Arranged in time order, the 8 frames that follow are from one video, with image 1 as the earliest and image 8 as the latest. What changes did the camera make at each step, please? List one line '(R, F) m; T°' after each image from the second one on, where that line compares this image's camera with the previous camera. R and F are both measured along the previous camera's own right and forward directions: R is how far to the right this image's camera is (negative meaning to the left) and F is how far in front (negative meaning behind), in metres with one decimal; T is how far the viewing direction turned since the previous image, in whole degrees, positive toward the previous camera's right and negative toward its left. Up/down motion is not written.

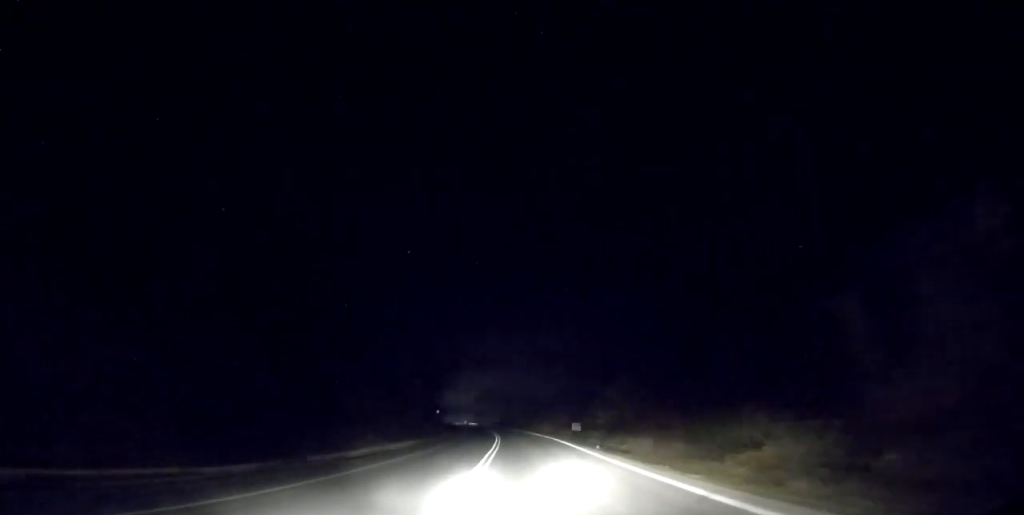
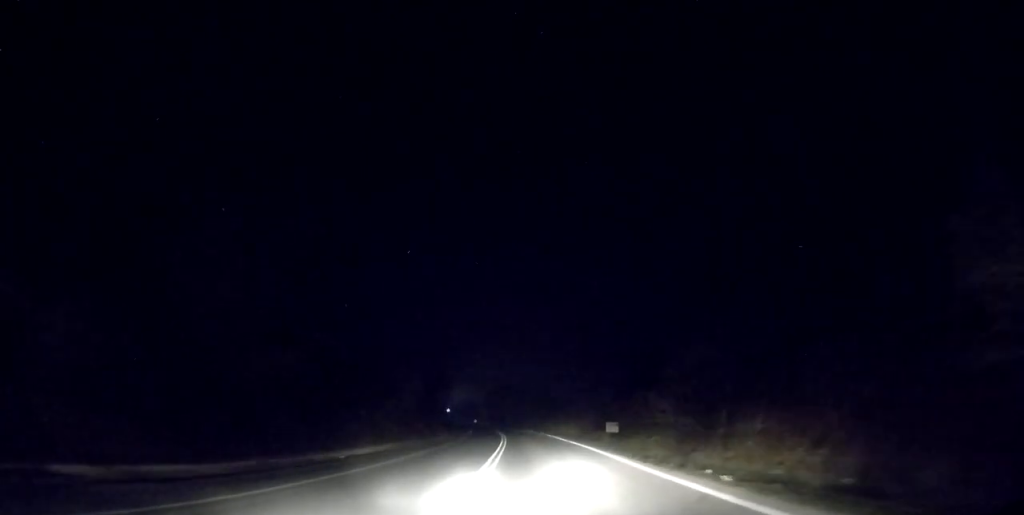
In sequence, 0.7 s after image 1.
(-0.2, +14.1) m; -1°
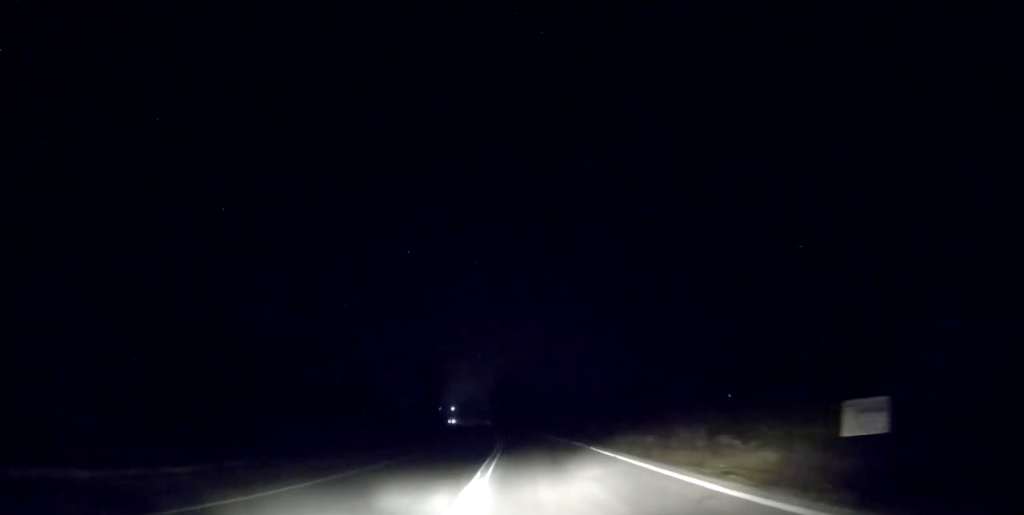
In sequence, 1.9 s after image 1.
(-0.5, +27.3) m; -2°
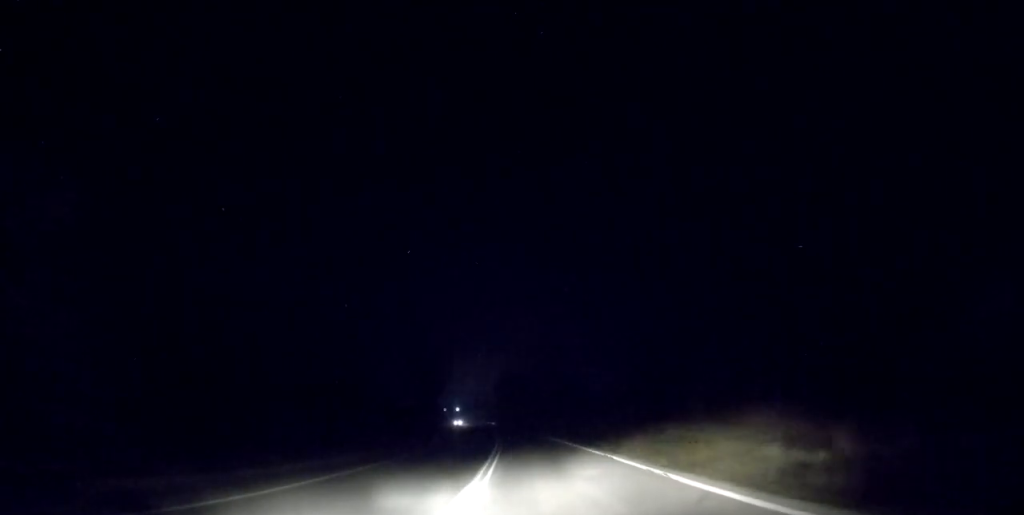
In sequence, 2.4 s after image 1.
(0.0, +11.0) m; 0°
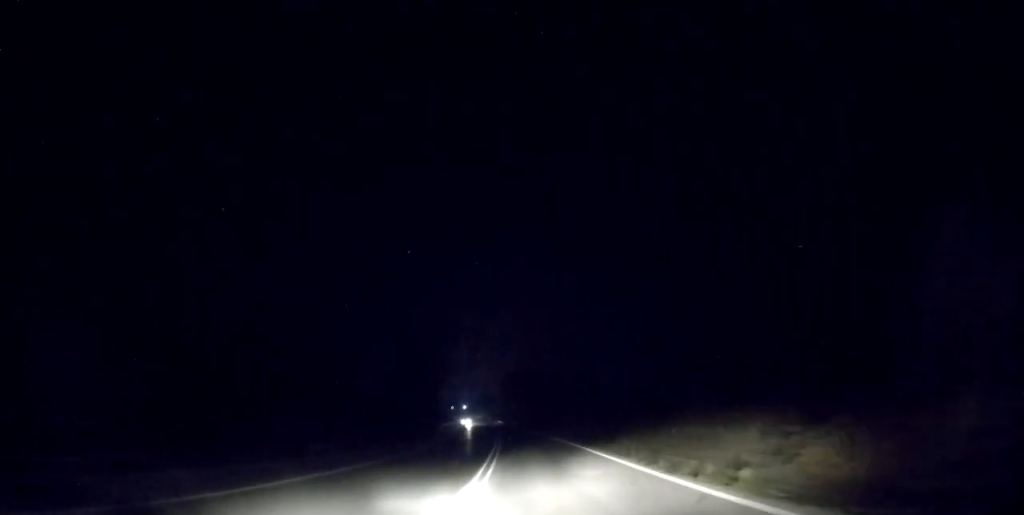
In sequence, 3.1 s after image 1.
(+0.1, +13.8) m; -1°
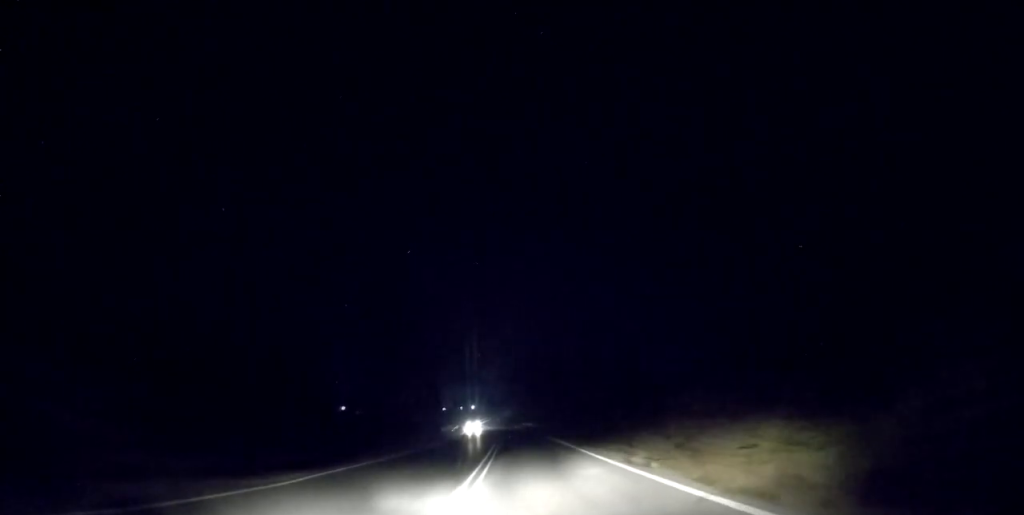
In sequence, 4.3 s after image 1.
(-0.4, +25.0) m; -1°
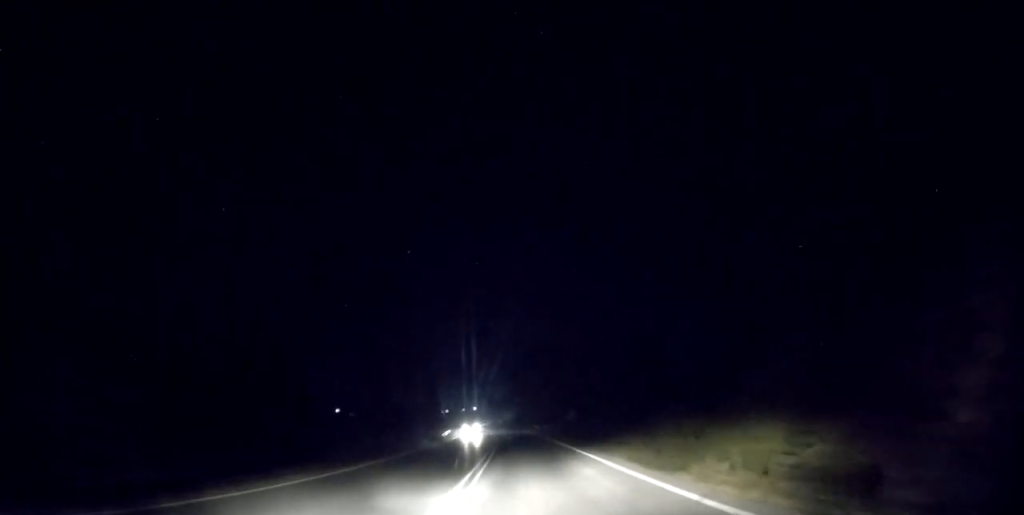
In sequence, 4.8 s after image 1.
(0.0, +10.3) m; -1°
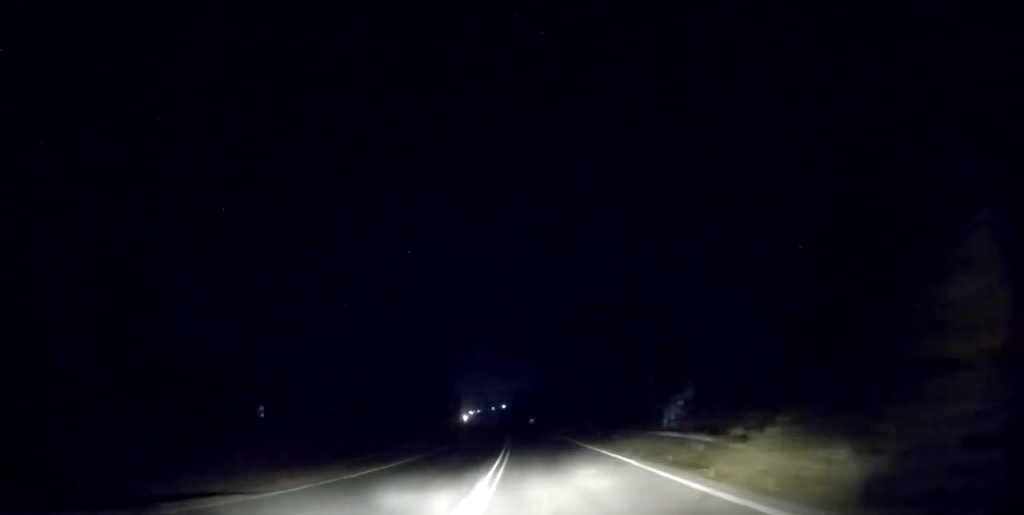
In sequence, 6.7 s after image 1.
(-1.0, +36.0) m; -3°
